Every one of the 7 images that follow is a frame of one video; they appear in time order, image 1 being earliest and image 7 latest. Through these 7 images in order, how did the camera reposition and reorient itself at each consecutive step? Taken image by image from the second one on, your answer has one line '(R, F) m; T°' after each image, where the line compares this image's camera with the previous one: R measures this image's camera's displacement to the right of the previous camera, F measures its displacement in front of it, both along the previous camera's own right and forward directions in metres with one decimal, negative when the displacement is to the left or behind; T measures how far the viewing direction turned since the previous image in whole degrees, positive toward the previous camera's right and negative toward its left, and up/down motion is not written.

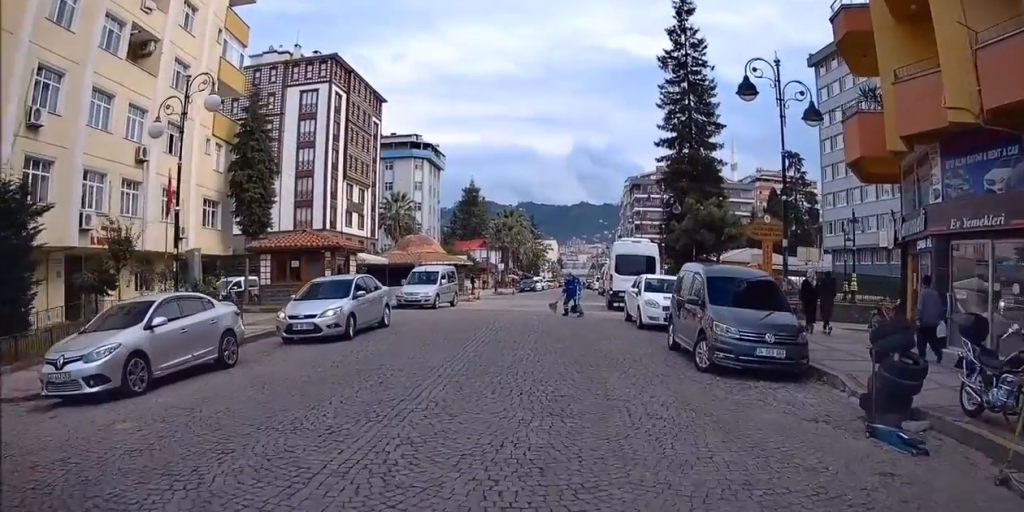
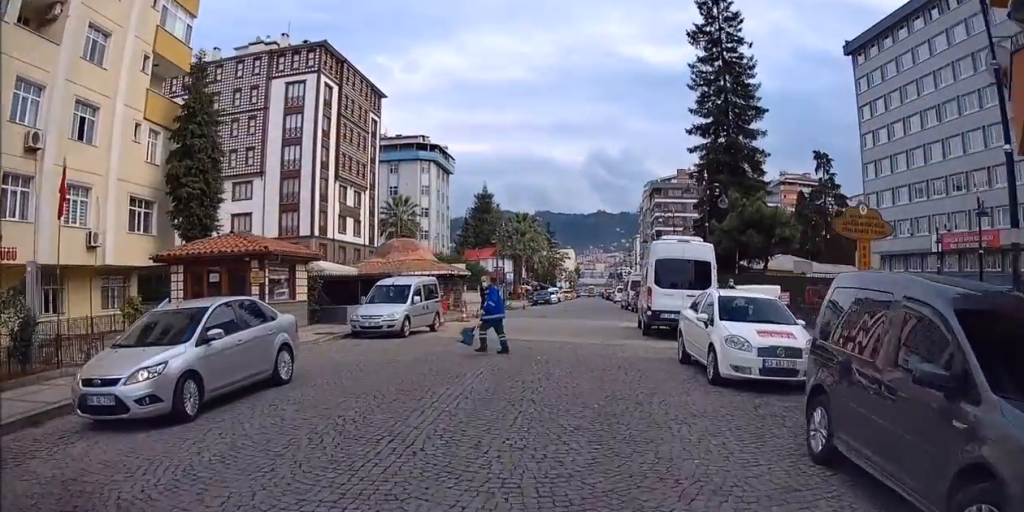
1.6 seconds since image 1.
(+0.7, +5.4) m; +4°
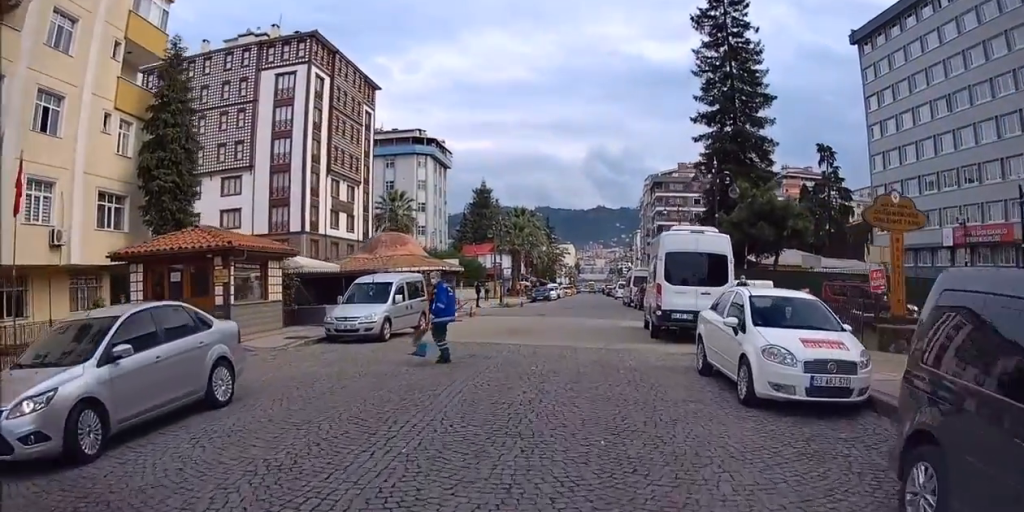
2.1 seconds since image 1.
(-0.2, +1.6) m; -3°
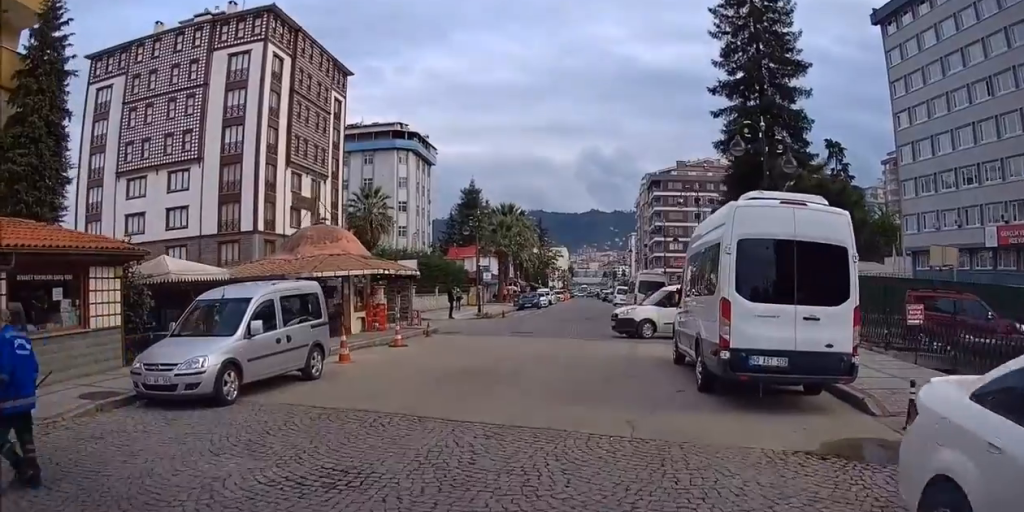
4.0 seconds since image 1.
(-0.3, +6.4) m; -3°
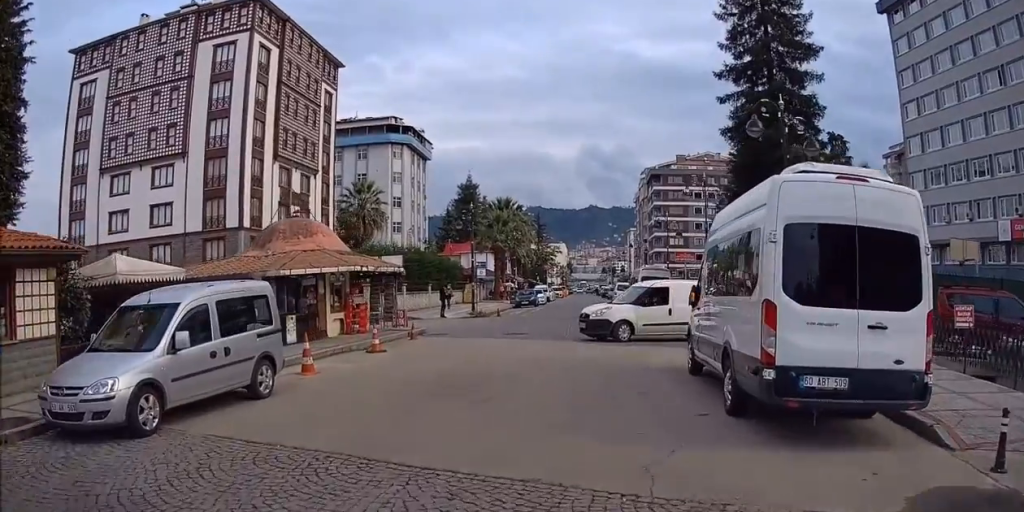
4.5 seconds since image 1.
(0.0, +1.8) m; -1°
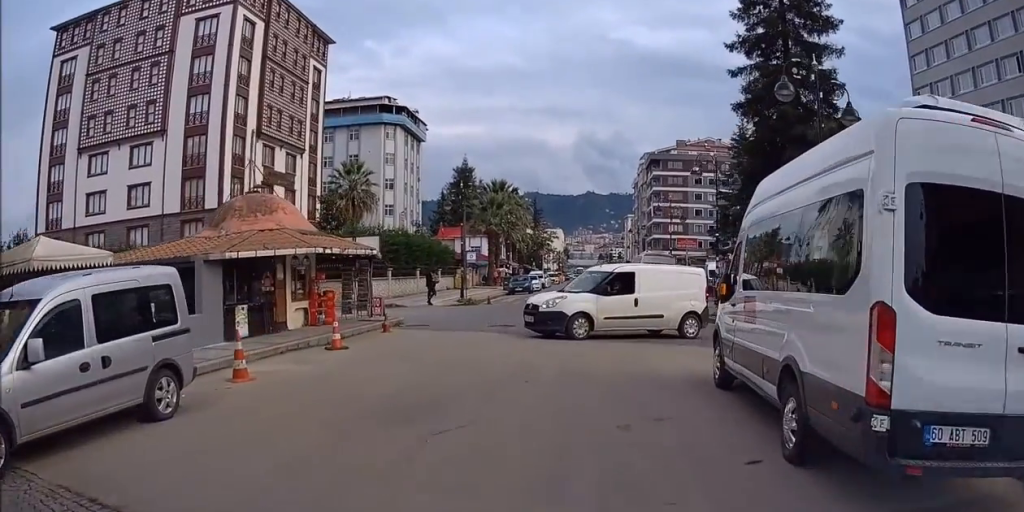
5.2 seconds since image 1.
(+0.2, +2.3) m; -4°
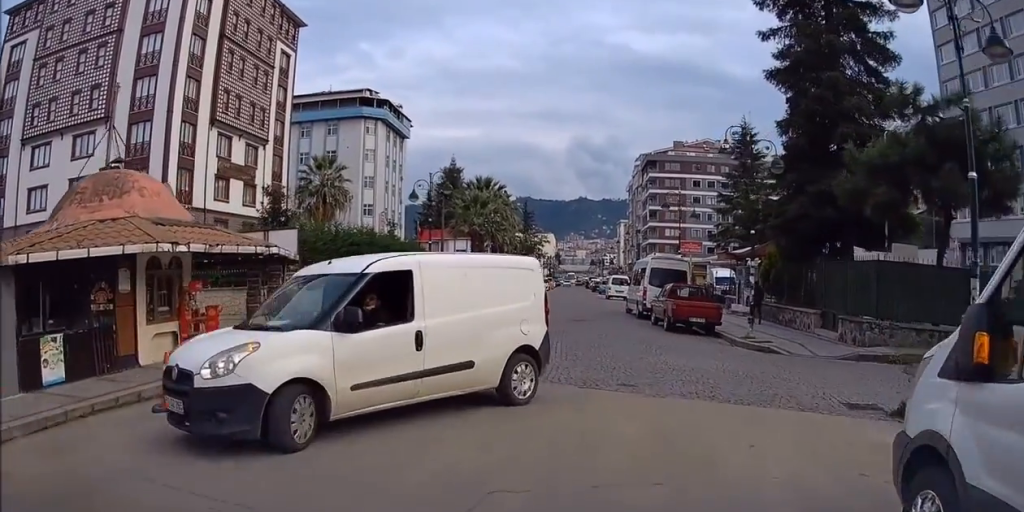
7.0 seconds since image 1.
(-1.4, +5.5) m; -11°
